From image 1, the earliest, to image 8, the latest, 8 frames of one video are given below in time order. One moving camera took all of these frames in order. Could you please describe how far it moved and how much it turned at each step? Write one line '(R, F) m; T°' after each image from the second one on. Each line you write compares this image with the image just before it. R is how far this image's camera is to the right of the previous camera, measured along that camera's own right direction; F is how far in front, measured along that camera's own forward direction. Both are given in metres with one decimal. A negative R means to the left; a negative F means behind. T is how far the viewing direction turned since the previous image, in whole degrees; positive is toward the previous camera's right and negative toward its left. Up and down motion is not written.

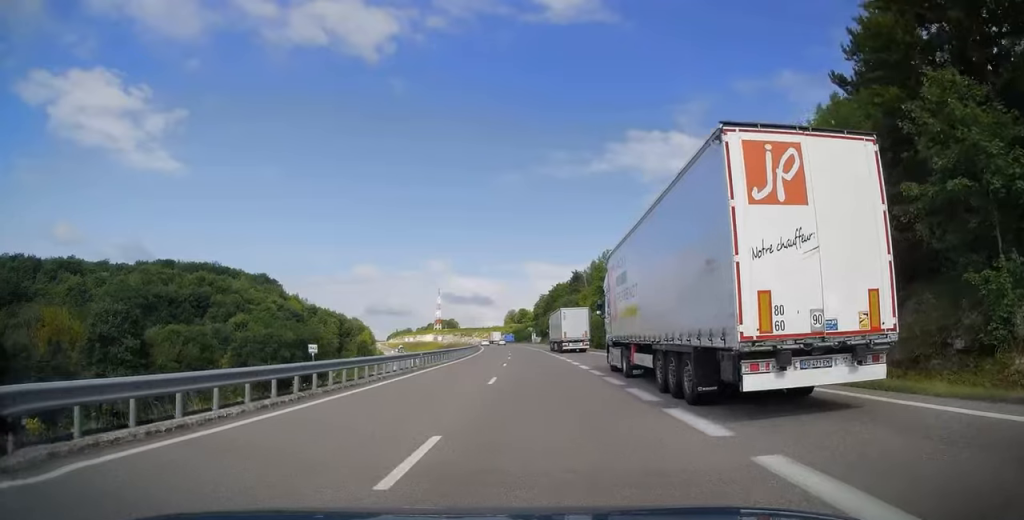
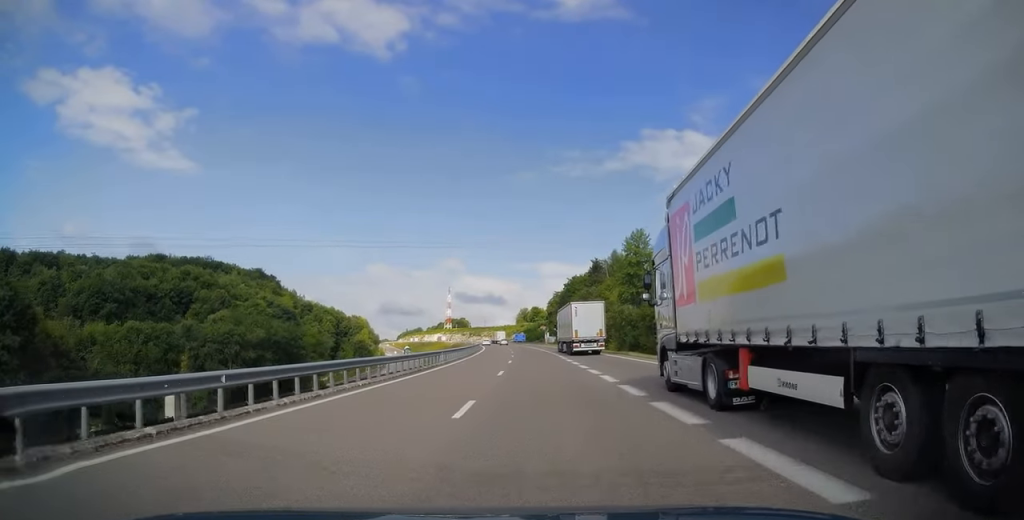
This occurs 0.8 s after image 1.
(-0.1, +21.4) m; -1°
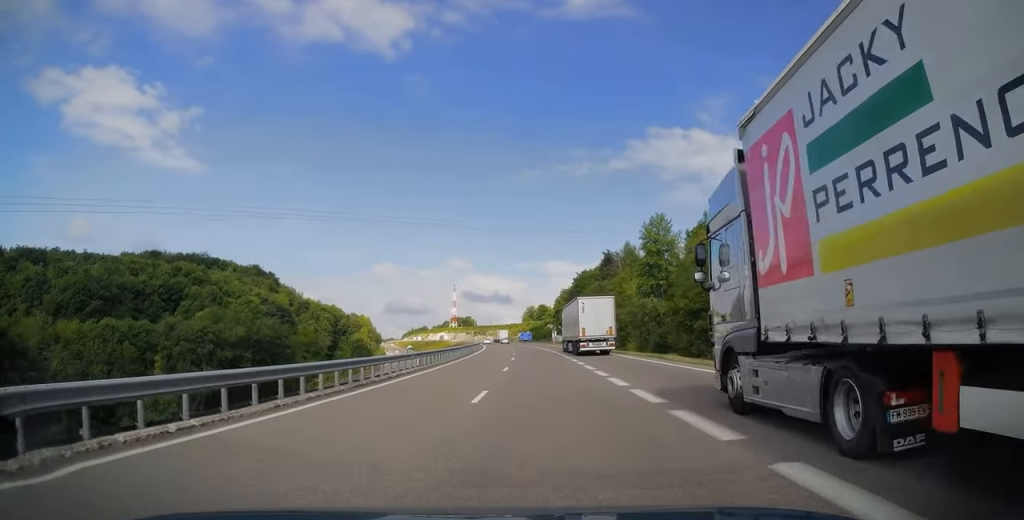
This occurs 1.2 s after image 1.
(0.0, +10.7) m; 0°
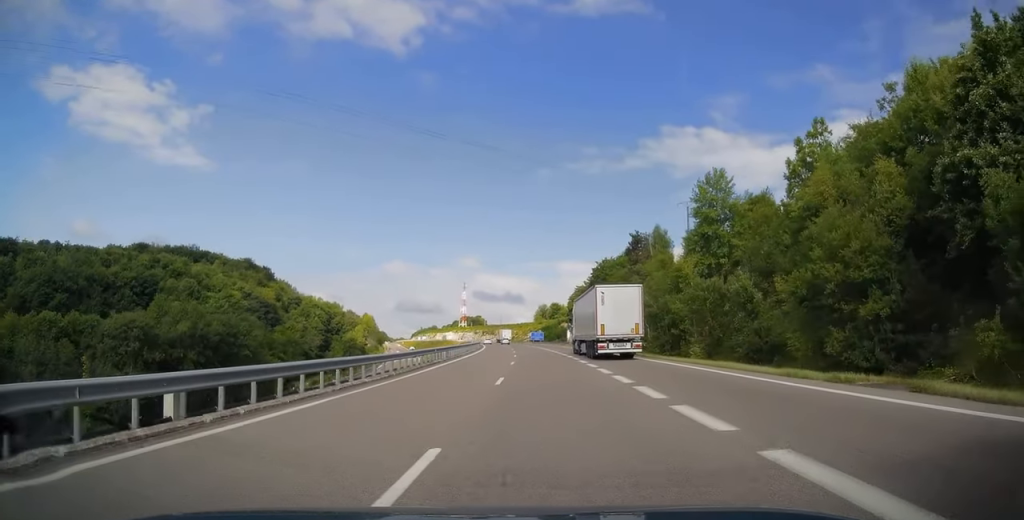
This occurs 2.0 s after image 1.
(-0.2, +21.9) m; -1°
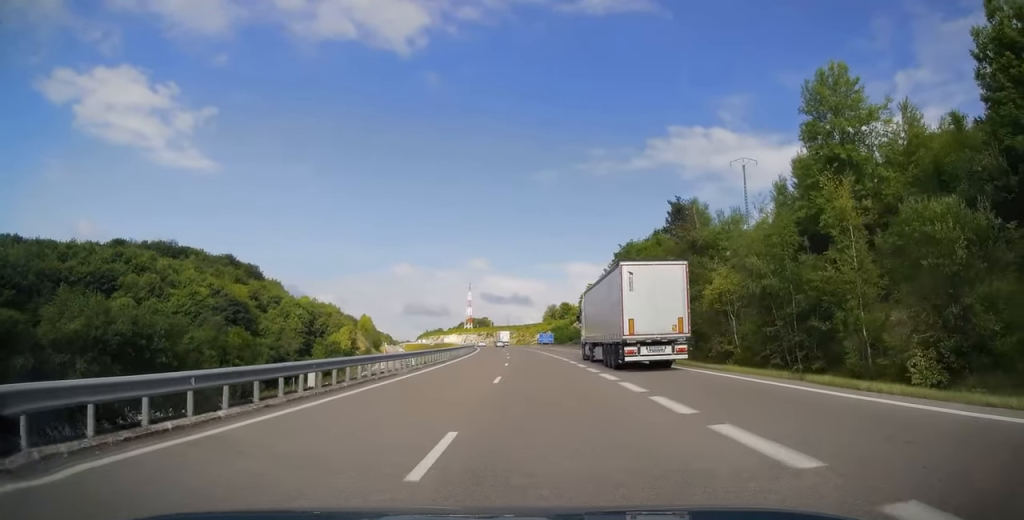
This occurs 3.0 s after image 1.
(-0.1, +25.2) m; -1°
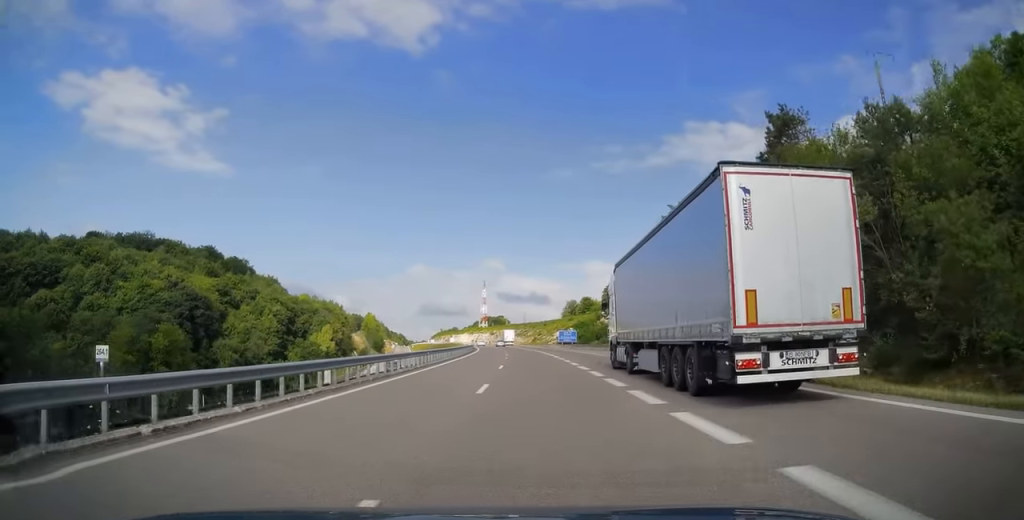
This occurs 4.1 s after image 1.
(-0.5, +30.3) m; -2°
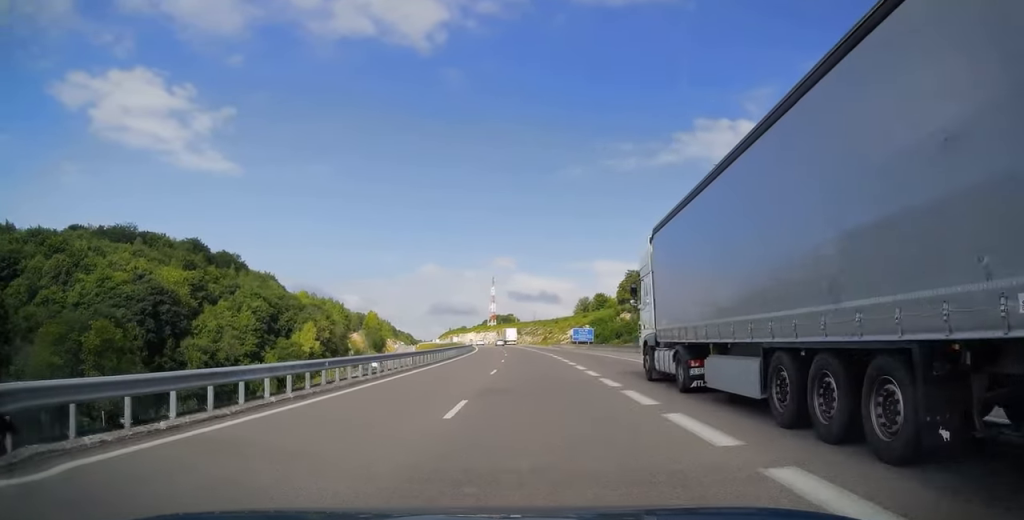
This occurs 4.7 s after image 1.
(-0.3, +18.1) m; -1°
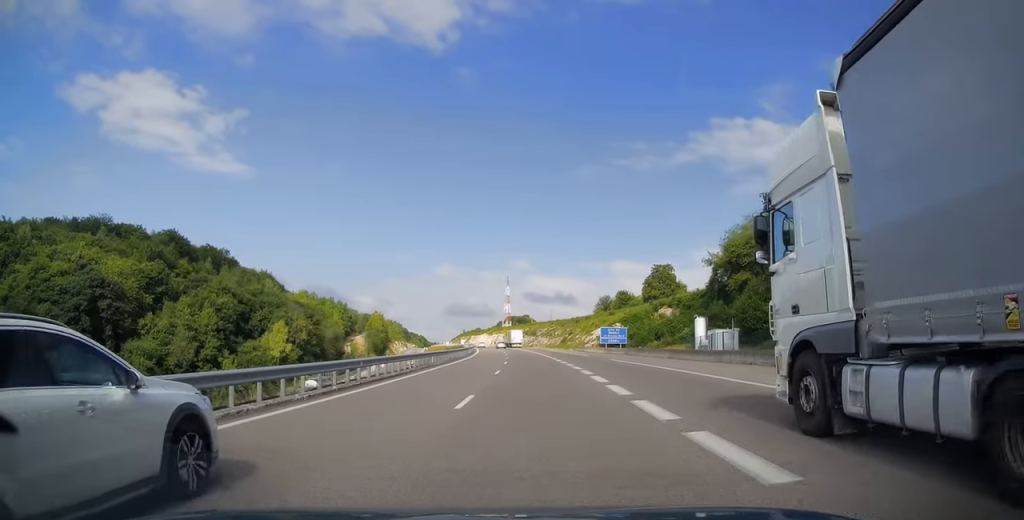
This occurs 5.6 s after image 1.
(-0.4, +24.6) m; -2°
